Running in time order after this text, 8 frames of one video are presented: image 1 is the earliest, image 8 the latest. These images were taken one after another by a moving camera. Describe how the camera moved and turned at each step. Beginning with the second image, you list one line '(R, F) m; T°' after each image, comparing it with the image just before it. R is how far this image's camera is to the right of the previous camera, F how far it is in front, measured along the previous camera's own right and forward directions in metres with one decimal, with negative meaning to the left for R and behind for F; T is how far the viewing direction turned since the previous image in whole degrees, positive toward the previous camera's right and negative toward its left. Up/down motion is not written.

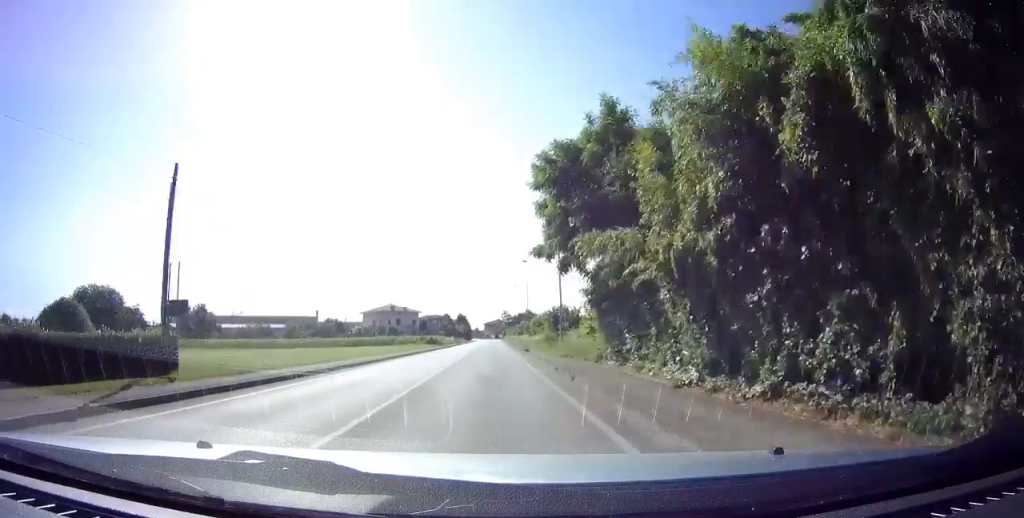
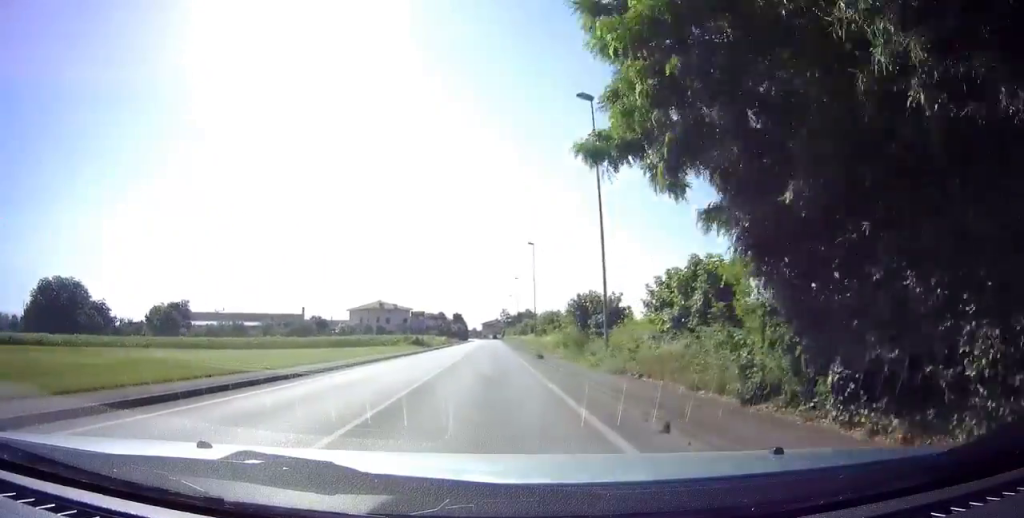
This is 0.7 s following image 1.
(+0.2, +12.2) m; 0°
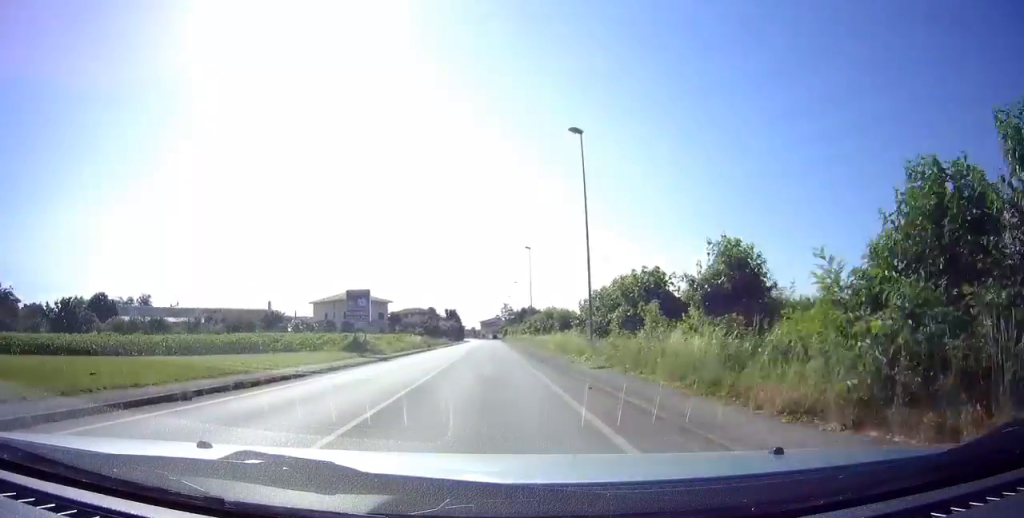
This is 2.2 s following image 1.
(-0.3, +27.9) m; -2°
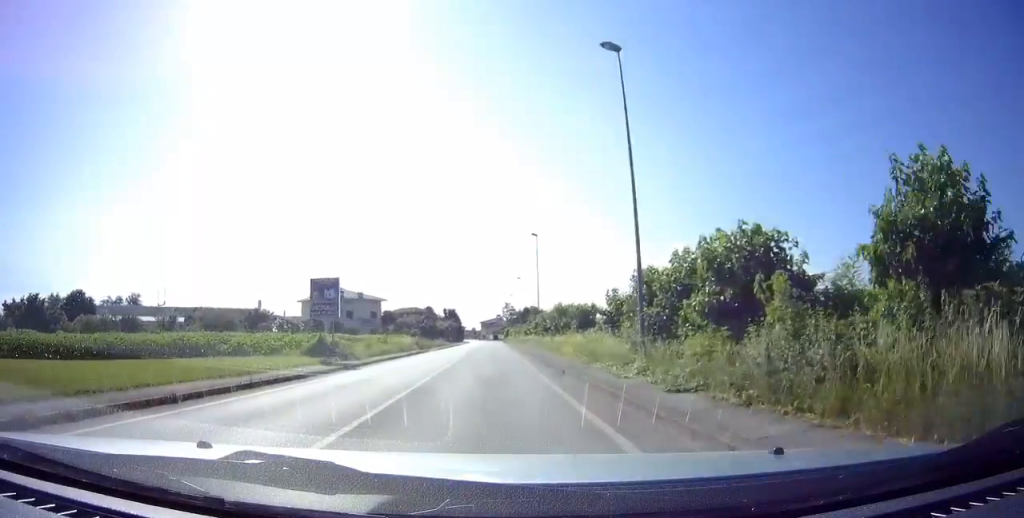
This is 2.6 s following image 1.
(0.0, +7.9) m; 0°
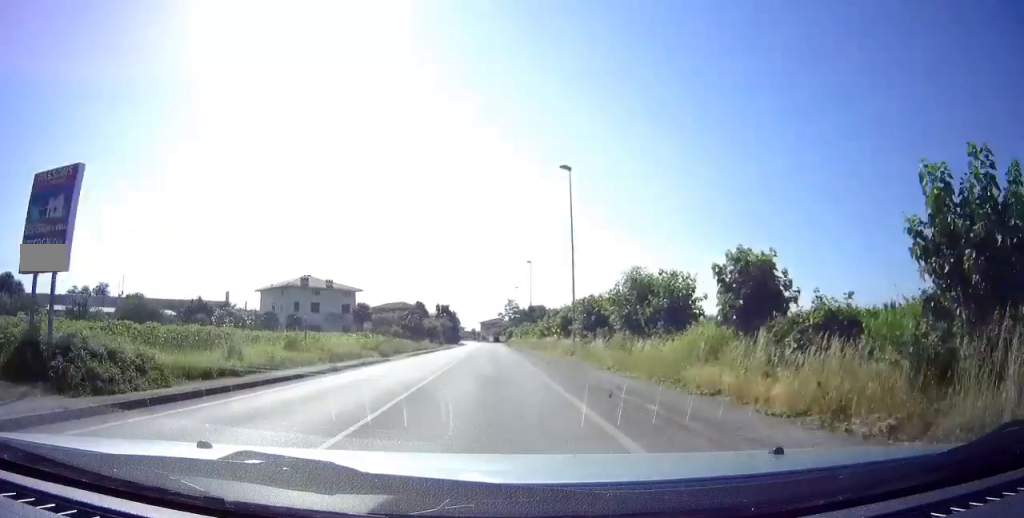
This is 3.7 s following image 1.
(0.0, +19.2) m; 0°
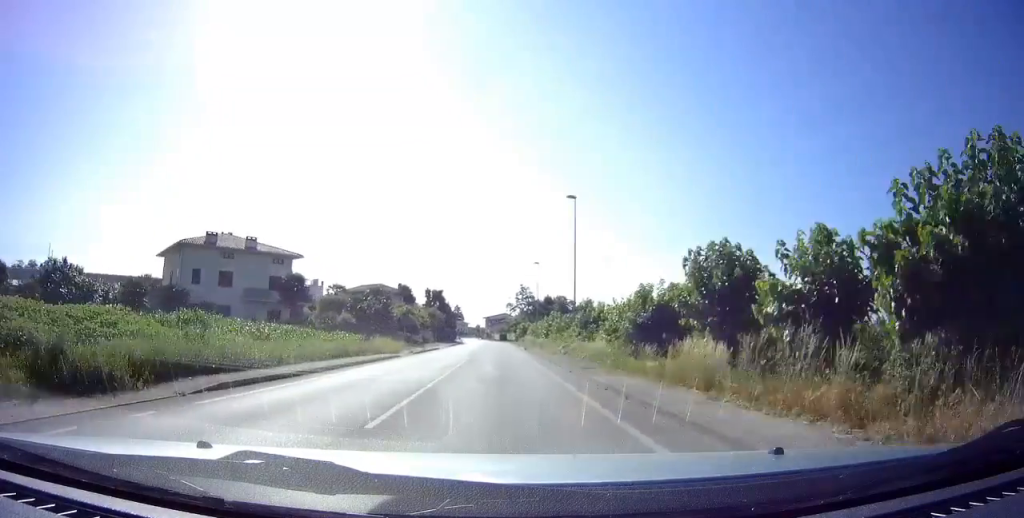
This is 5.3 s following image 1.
(-0.4, +29.2) m; 0°
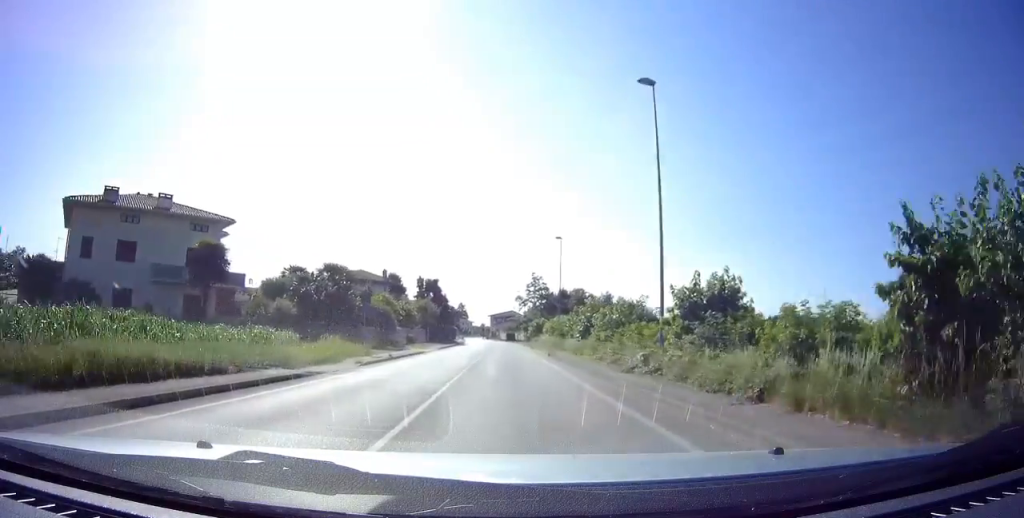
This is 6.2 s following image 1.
(+0.3, +16.0) m; +1°
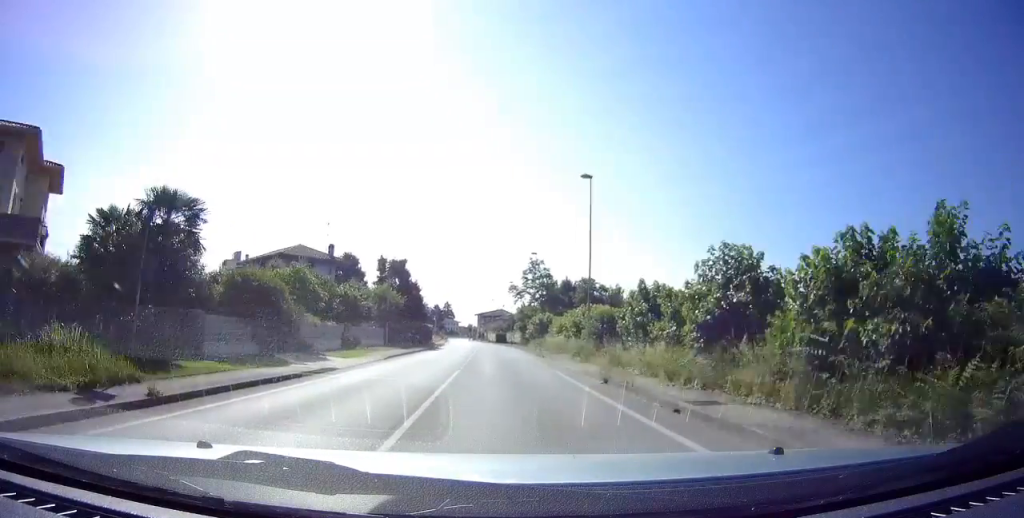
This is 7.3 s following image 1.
(0.0, +18.8) m; 0°
